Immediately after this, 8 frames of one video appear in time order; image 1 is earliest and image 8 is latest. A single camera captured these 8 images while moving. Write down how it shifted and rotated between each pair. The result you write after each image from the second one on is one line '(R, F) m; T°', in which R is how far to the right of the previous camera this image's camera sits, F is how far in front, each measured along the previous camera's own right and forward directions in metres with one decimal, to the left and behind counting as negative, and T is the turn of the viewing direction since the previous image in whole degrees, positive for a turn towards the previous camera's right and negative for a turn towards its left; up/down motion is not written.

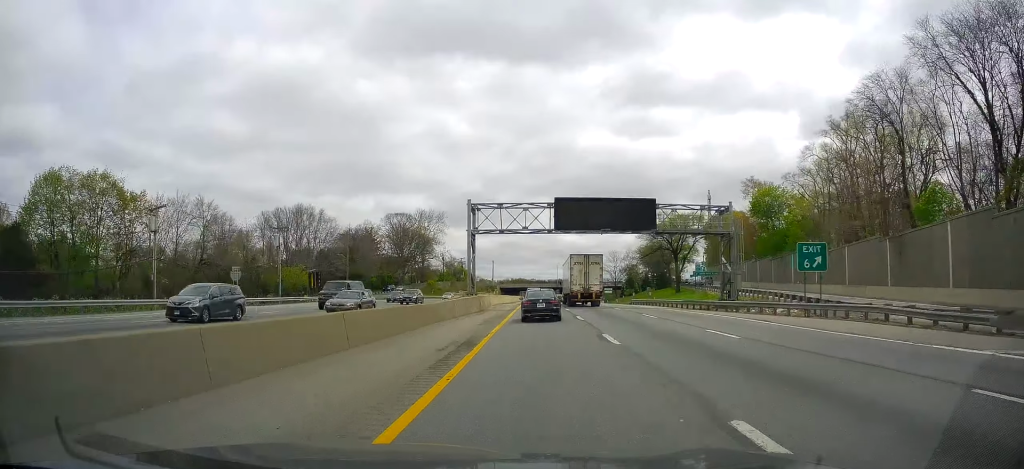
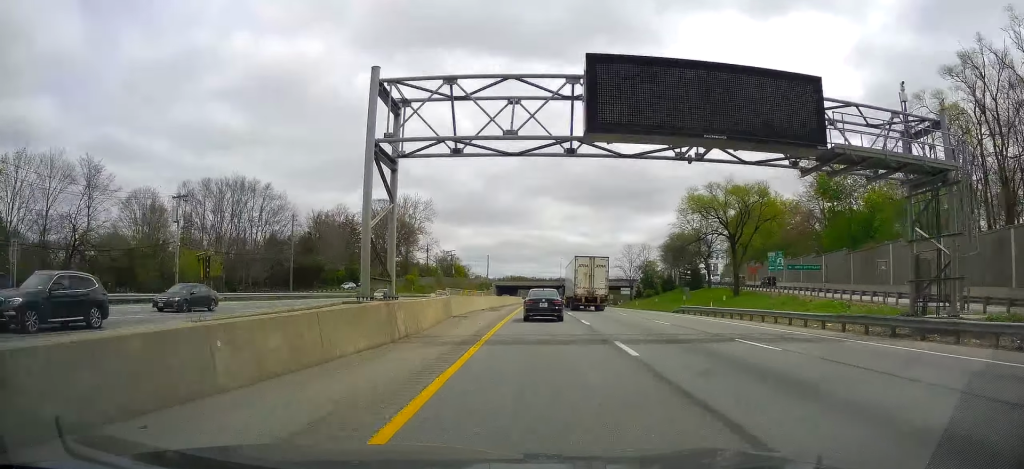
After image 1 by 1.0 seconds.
(+0.4, +27.4) m; -1°
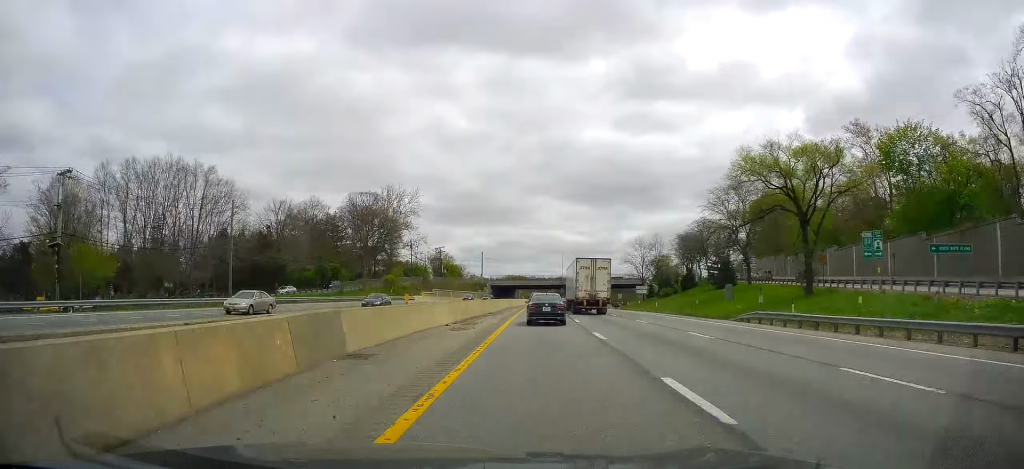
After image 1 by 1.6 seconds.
(-0.7, +18.7) m; -1°
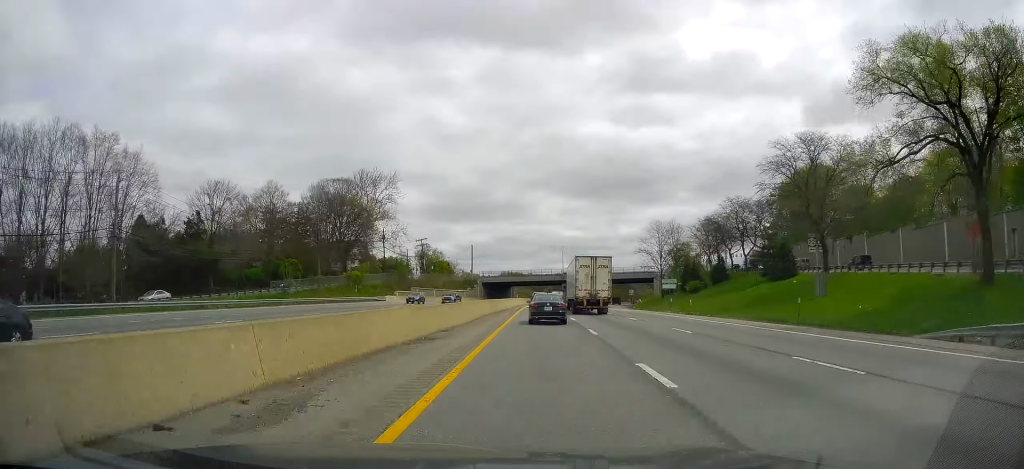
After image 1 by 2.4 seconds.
(+0.2, +22.2) m; +1°
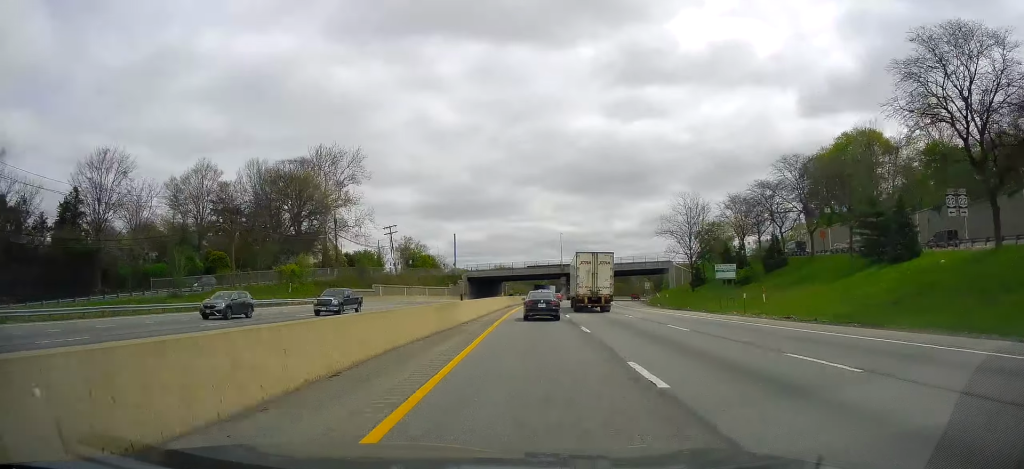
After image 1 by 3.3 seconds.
(+0.4, +24.7) m; +1°
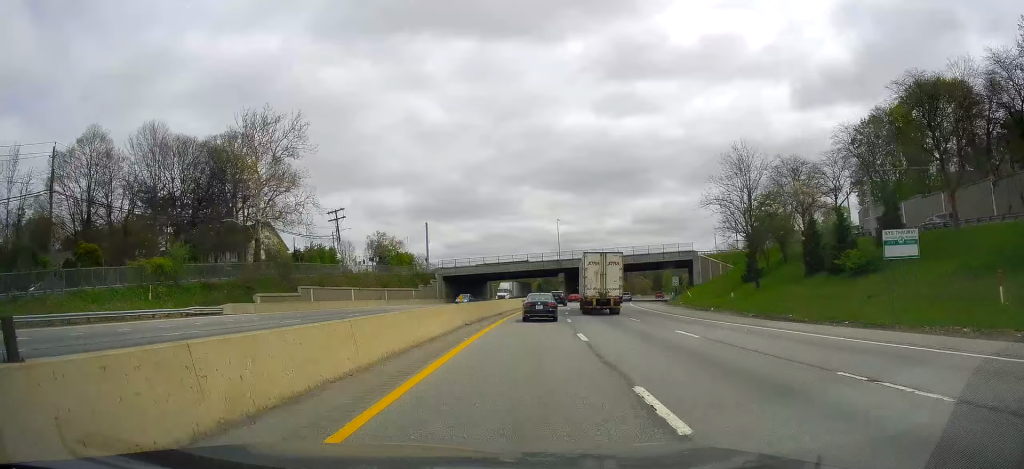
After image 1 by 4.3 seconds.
(0.0, +27.2) m; 0°
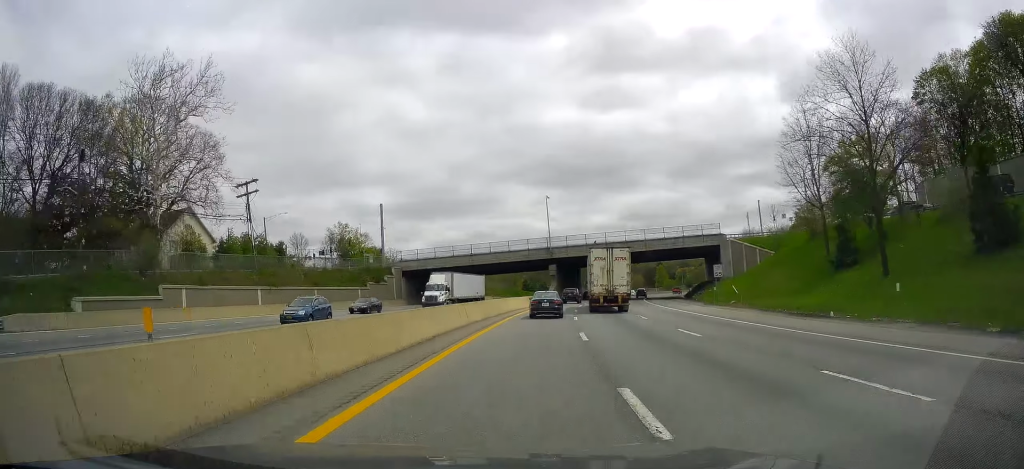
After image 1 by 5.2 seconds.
(0.0, +24.5) m; +1°
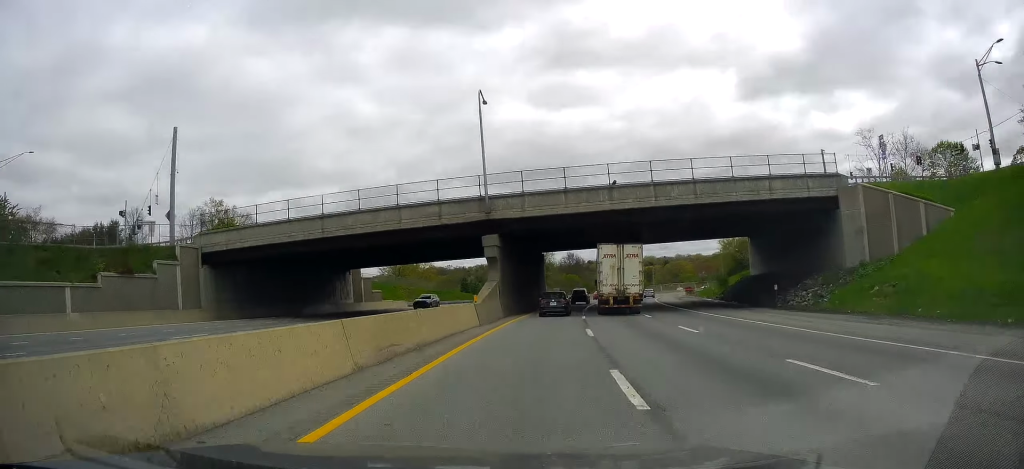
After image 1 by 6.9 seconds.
(+1.2, +46.5) m; +3°
